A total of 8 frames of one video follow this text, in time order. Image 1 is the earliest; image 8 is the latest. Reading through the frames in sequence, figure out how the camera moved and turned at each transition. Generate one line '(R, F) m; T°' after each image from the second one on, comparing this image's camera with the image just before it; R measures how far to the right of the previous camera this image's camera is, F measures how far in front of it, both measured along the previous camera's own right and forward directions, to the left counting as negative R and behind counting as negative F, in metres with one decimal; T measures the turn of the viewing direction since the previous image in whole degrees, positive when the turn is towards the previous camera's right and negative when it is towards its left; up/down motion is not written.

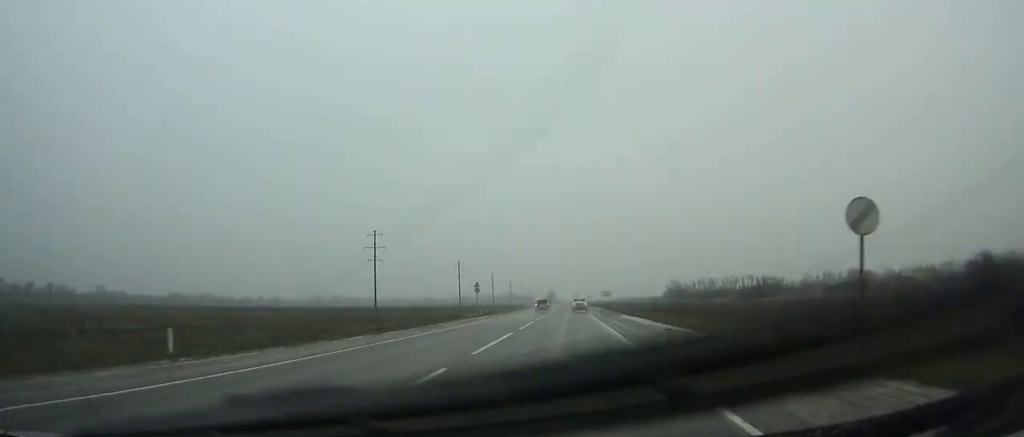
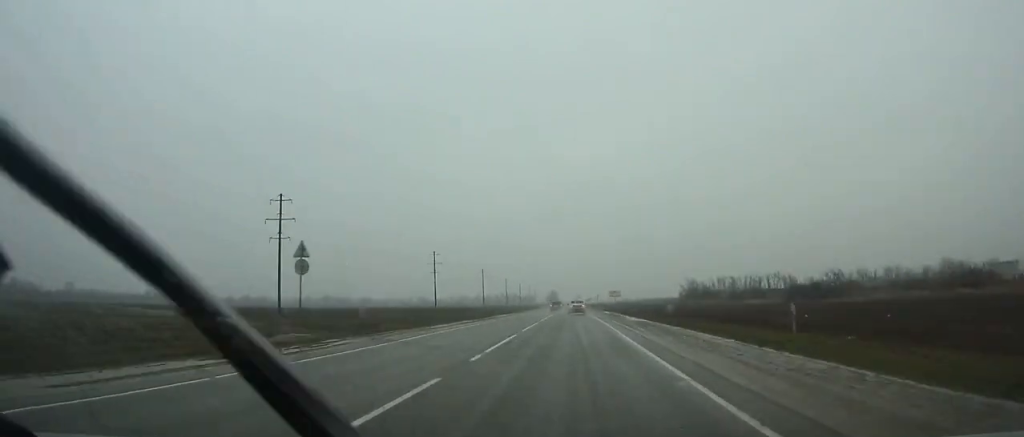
(+0.1, +49.5) m; 0°
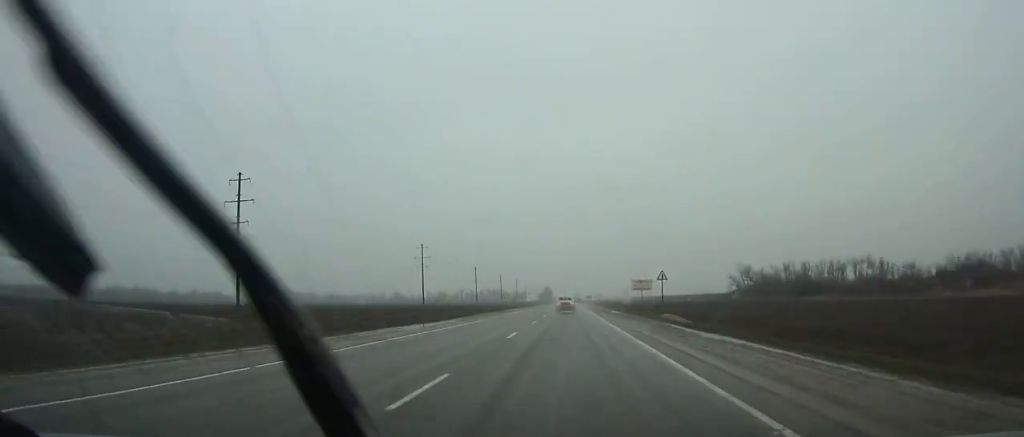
(+0.2, +118.7) m; 0°
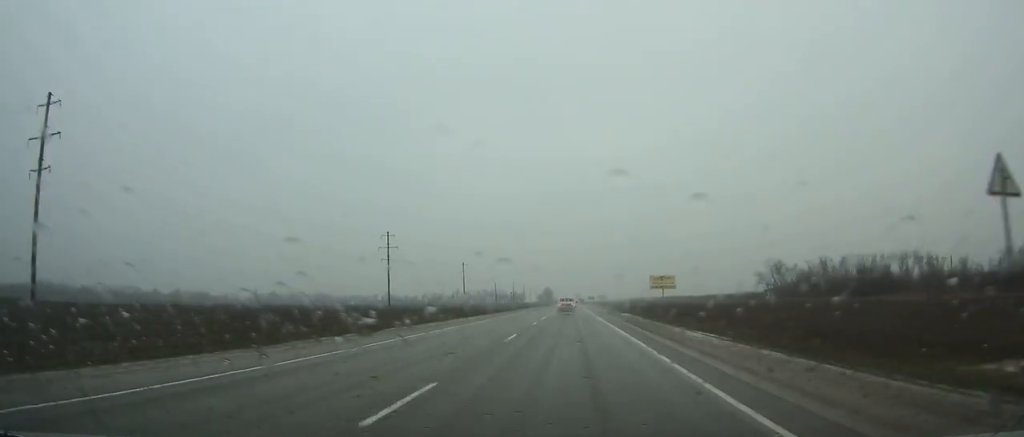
(0.0, +37.1) m; 0°
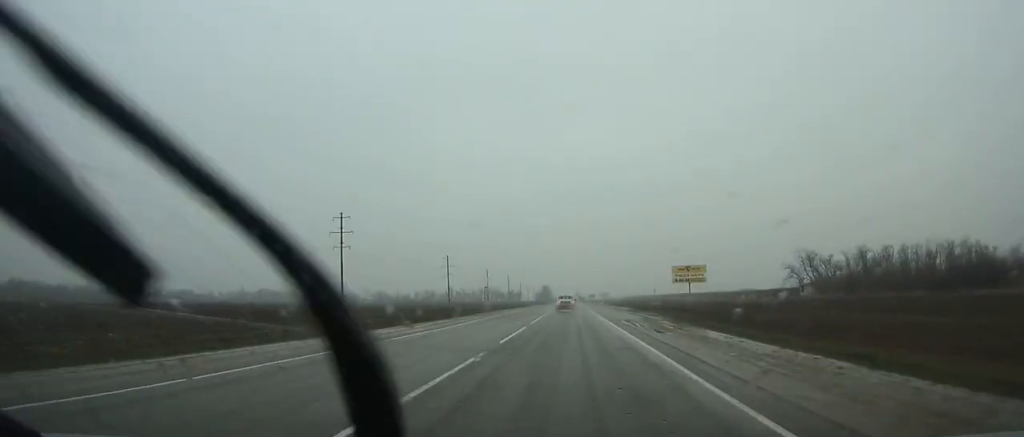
(0.0, +30.9) m; 0°
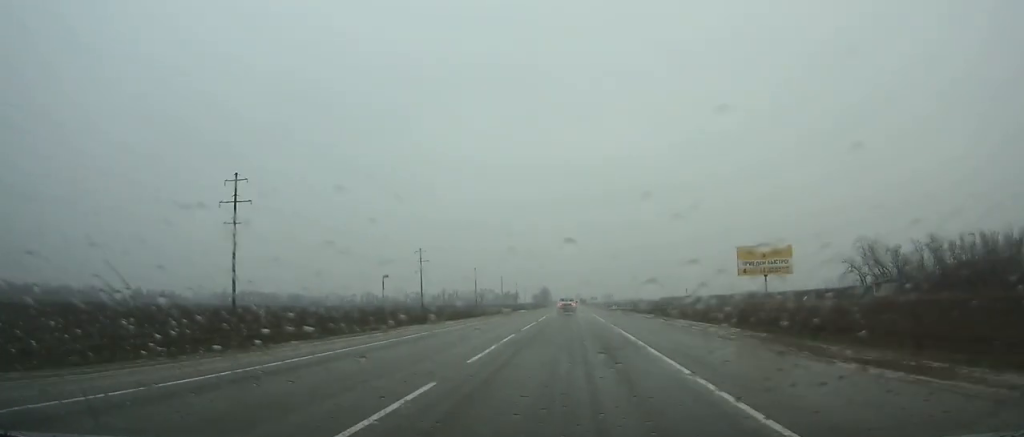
(0.0, +41.7) m; 0°
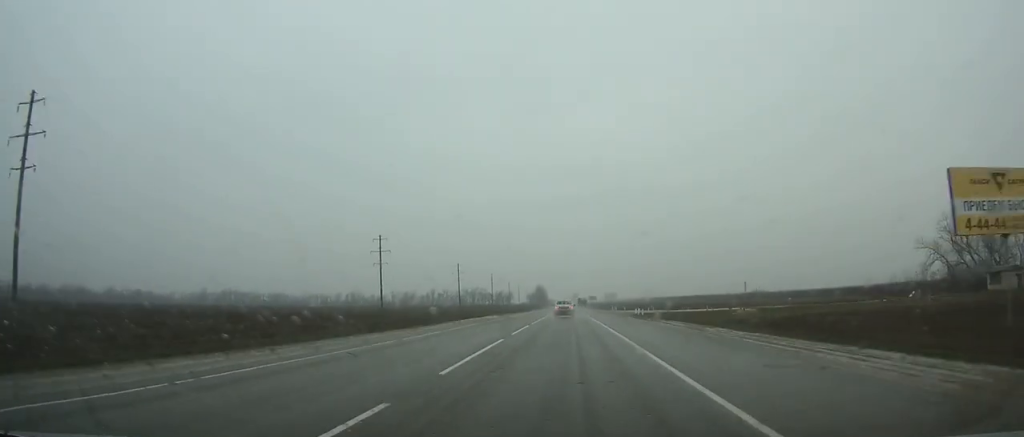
(+0.1, +37.5) m; 0°
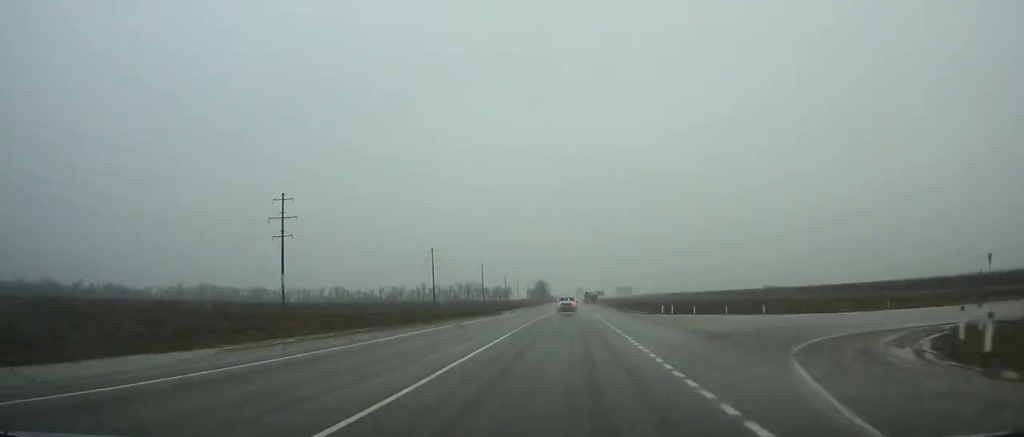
(+0.2, +54.2) m; 0°
